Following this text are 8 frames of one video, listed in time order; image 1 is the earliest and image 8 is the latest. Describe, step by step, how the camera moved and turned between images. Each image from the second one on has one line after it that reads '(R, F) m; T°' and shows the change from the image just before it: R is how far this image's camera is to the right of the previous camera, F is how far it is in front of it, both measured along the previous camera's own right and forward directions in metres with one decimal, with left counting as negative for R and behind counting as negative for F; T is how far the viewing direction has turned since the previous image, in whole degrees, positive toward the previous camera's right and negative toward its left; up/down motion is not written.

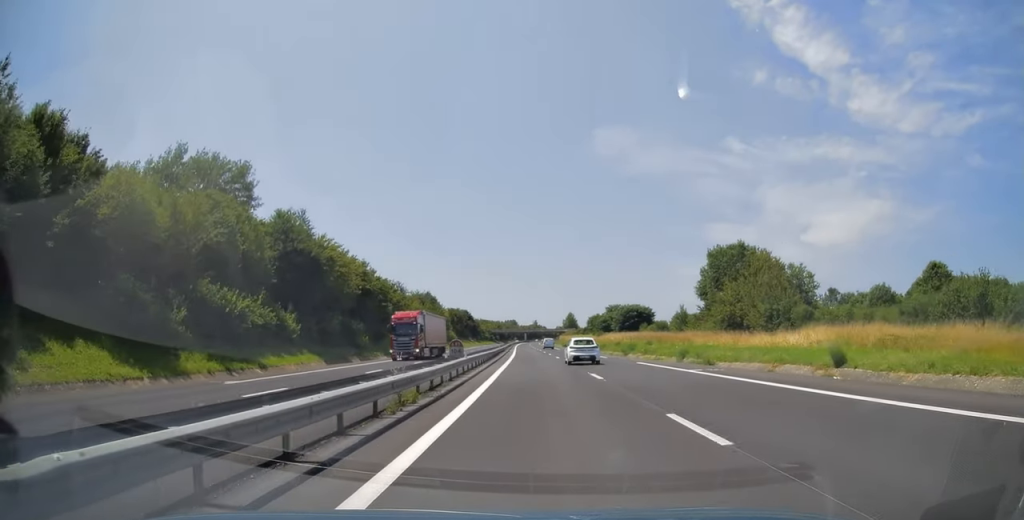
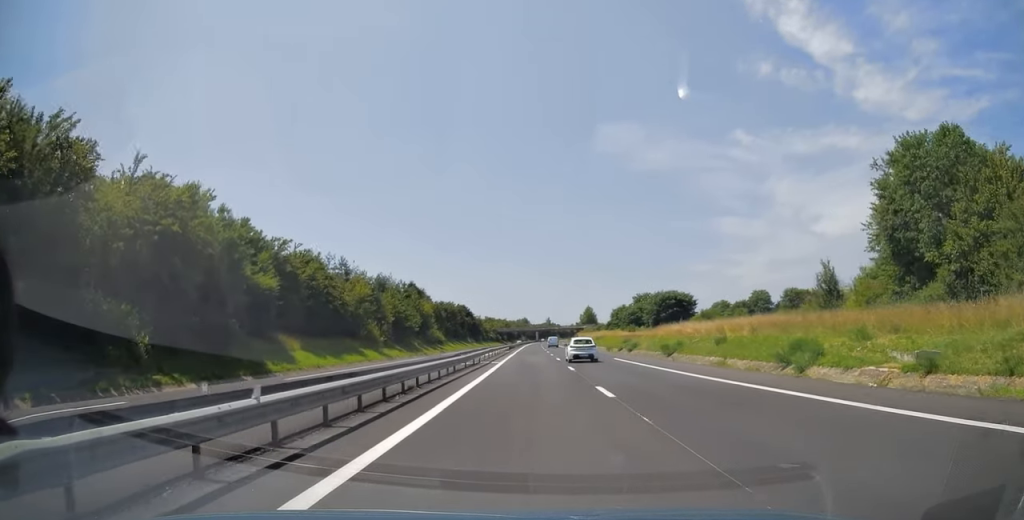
(-0.3, +45.3) m; -1°
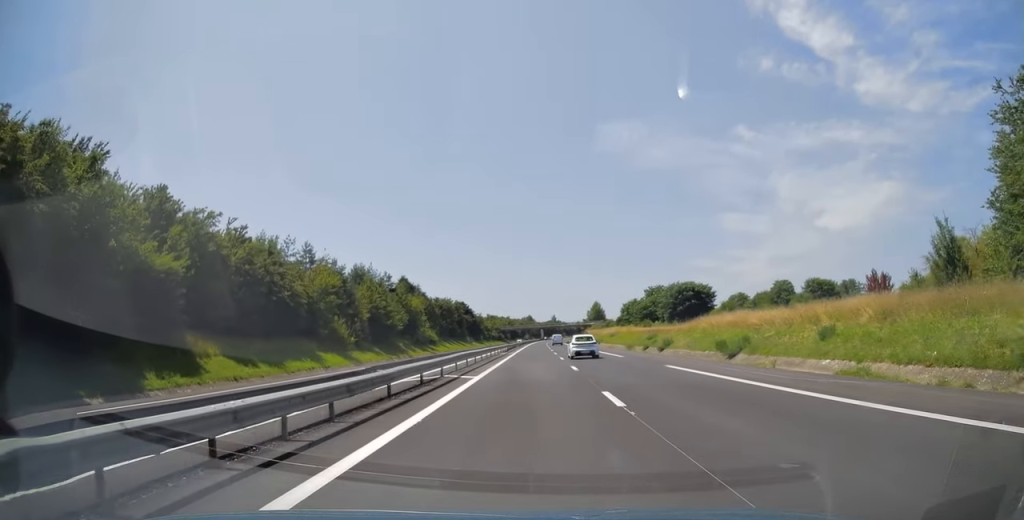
(-0.1, +15.4) m; 0°
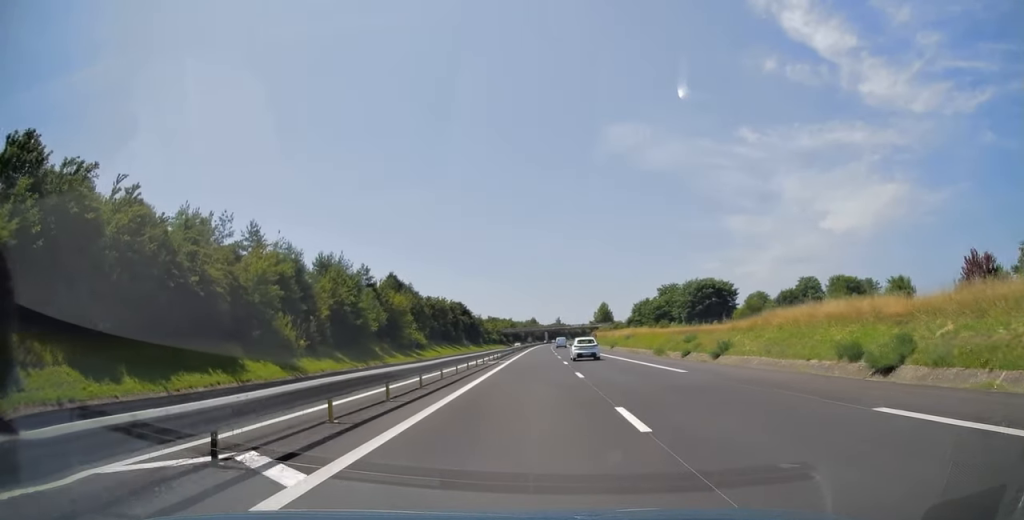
(-0.2, +16.0) m; 0°
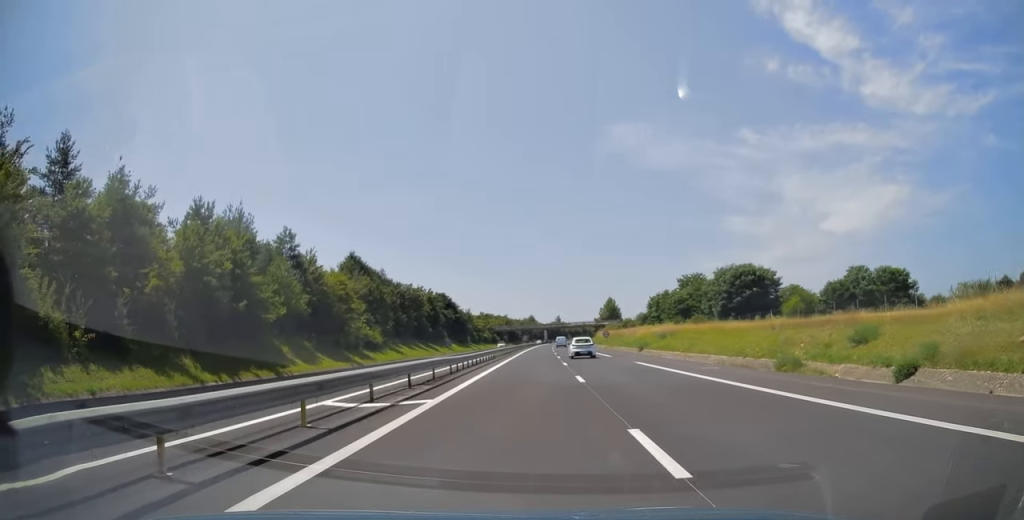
(-0.1, +28.9) m; 0°
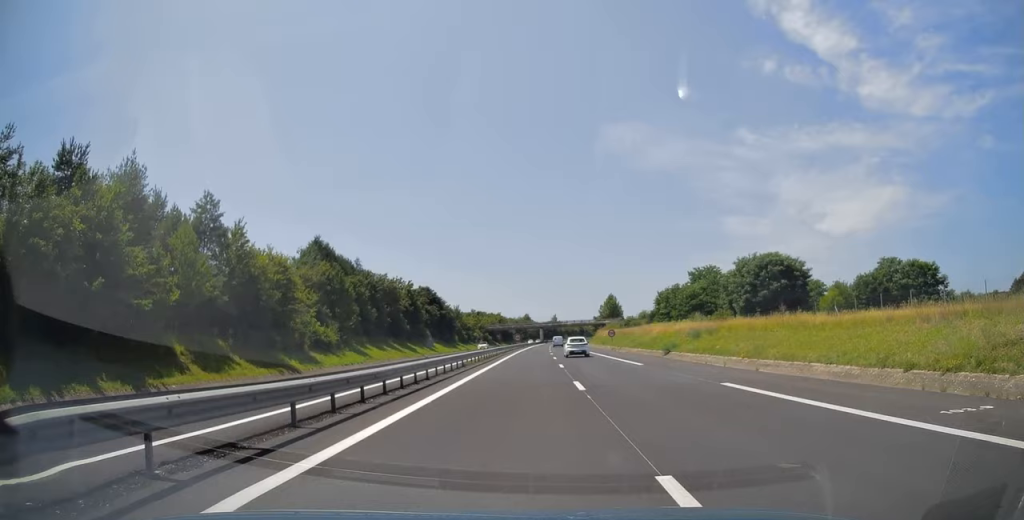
(0.0, +16.1) m; 0°
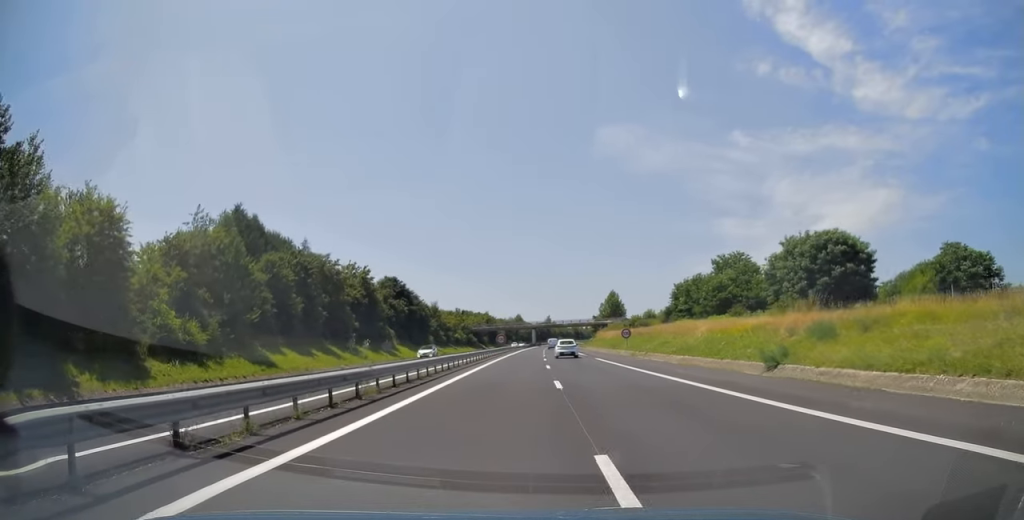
(0.0, +24.9) m; 0°
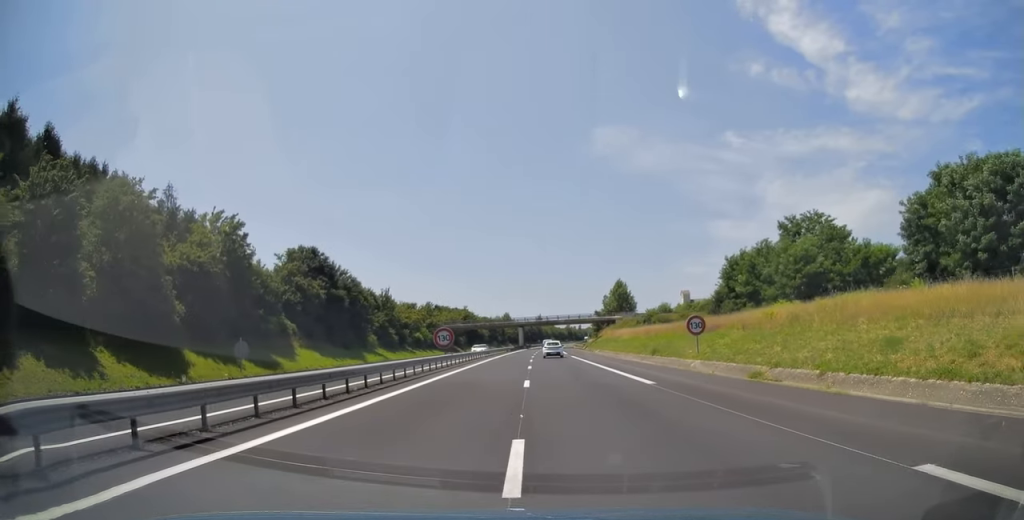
(+0.3, +37.9) m; +1°
